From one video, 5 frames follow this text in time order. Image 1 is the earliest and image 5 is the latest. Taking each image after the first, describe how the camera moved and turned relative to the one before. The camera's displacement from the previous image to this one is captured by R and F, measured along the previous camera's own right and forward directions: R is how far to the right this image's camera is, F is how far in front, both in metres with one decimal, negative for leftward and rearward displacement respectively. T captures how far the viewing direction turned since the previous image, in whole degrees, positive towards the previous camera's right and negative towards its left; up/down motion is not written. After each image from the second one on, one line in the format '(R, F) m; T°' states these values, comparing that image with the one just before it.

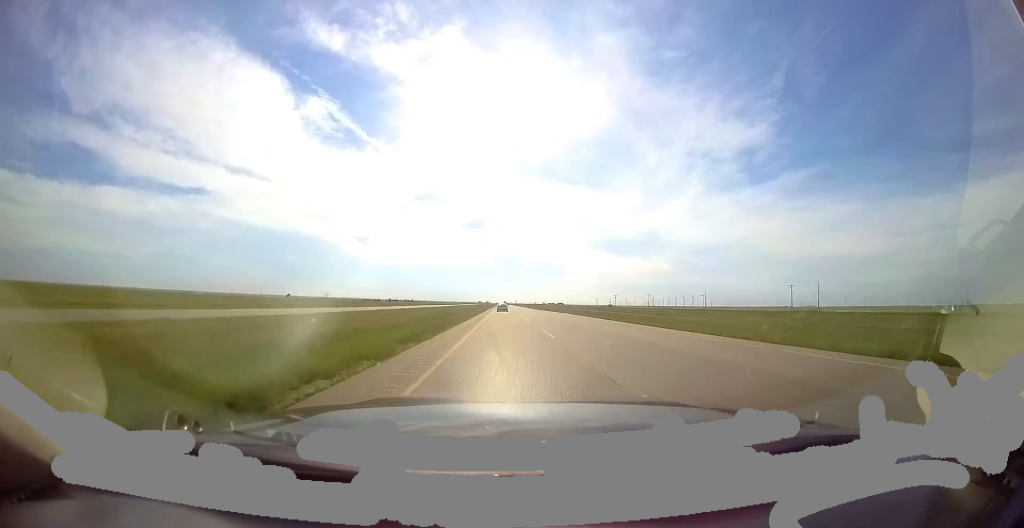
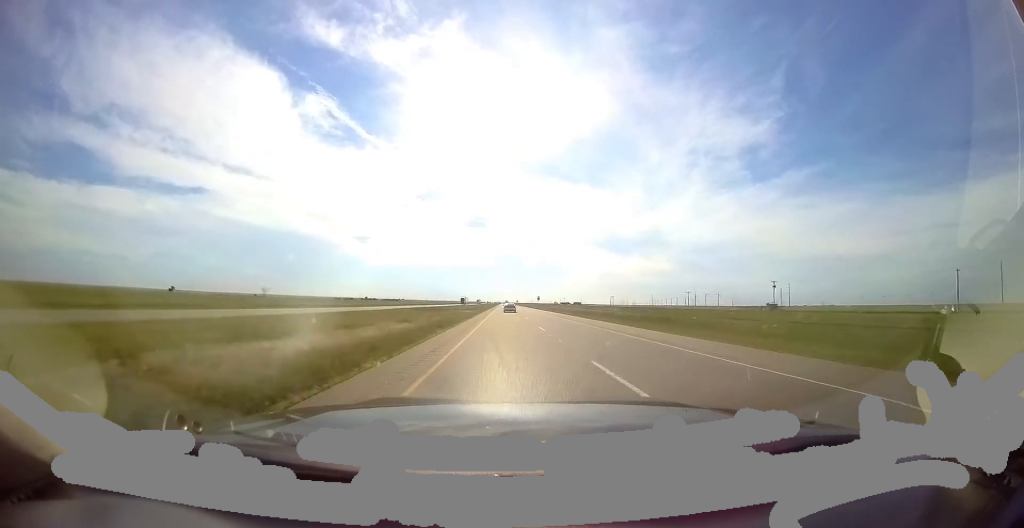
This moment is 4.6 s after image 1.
(+2.5, +168.3) m; +2°
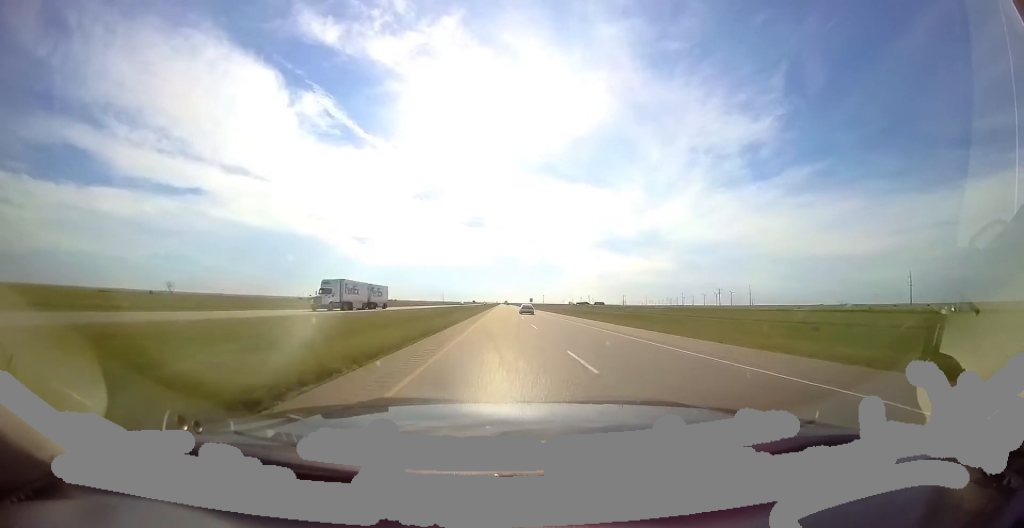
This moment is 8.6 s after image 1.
(-0.6, +144.5) m; 0°
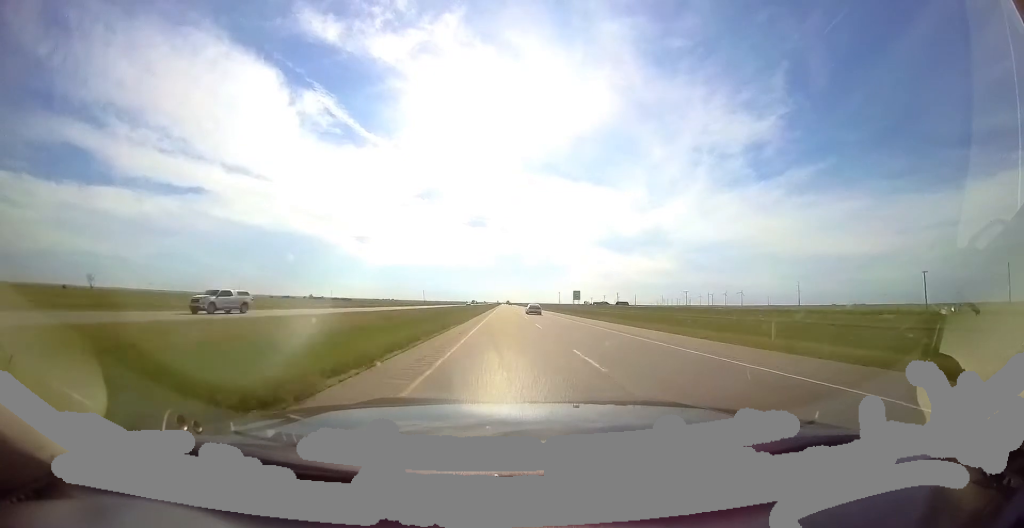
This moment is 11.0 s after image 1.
(+0.6, +86.3) m; 0°
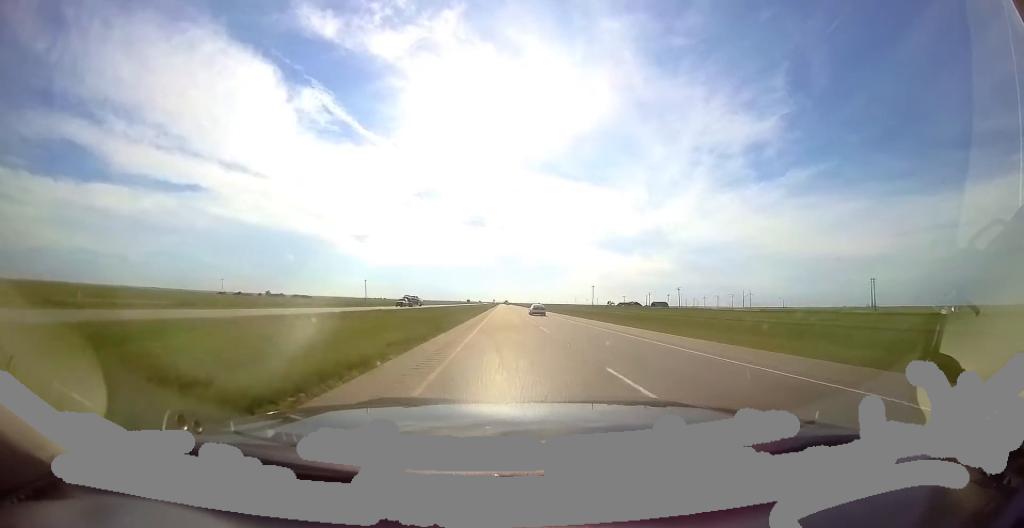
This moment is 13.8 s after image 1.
(-1.5, +100.4) m; -1°
